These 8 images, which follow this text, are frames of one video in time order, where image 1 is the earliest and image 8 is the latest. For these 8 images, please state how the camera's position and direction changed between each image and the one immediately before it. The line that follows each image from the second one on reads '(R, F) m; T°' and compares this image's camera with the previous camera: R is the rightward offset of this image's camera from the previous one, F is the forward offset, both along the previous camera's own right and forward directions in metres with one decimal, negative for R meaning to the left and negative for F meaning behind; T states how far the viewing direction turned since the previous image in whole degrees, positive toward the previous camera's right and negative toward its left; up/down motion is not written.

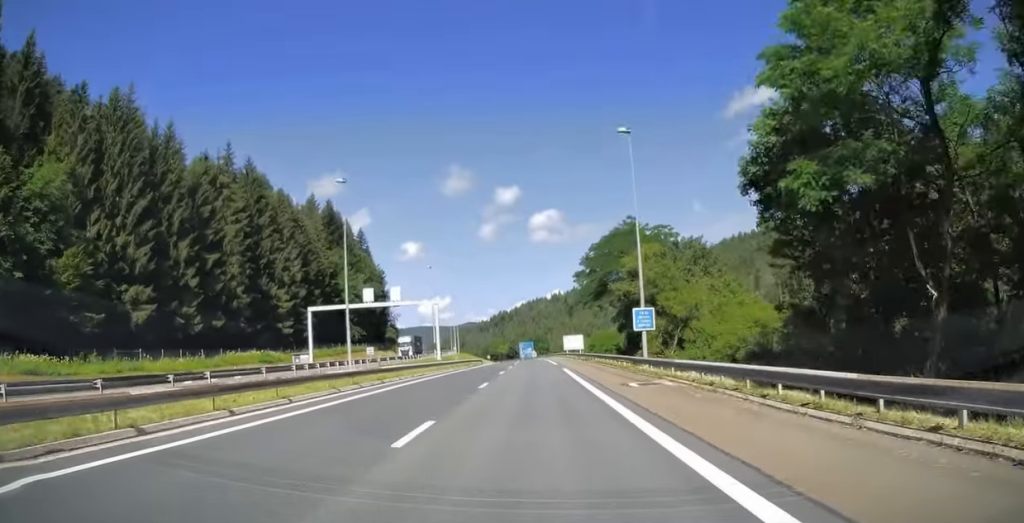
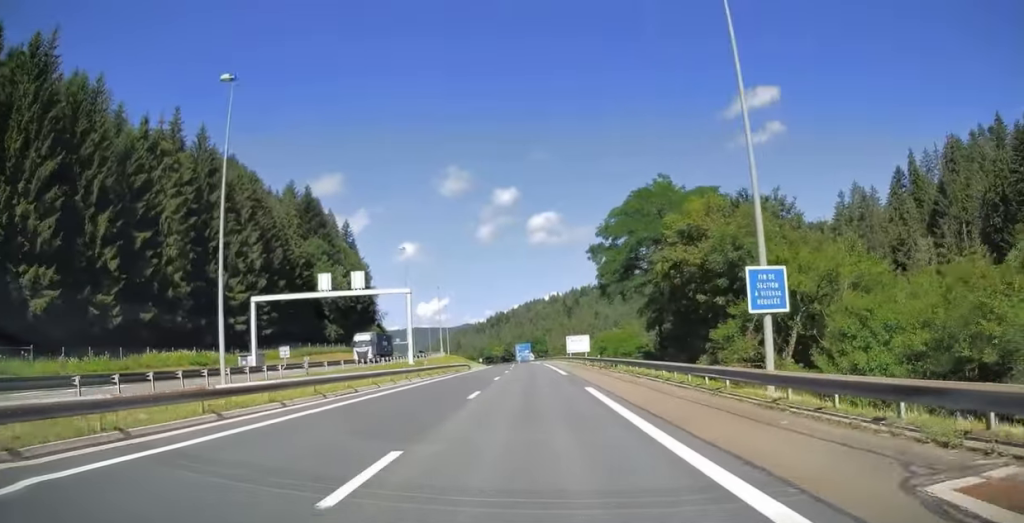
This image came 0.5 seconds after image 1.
(-0.2, +16.3) m; 0°
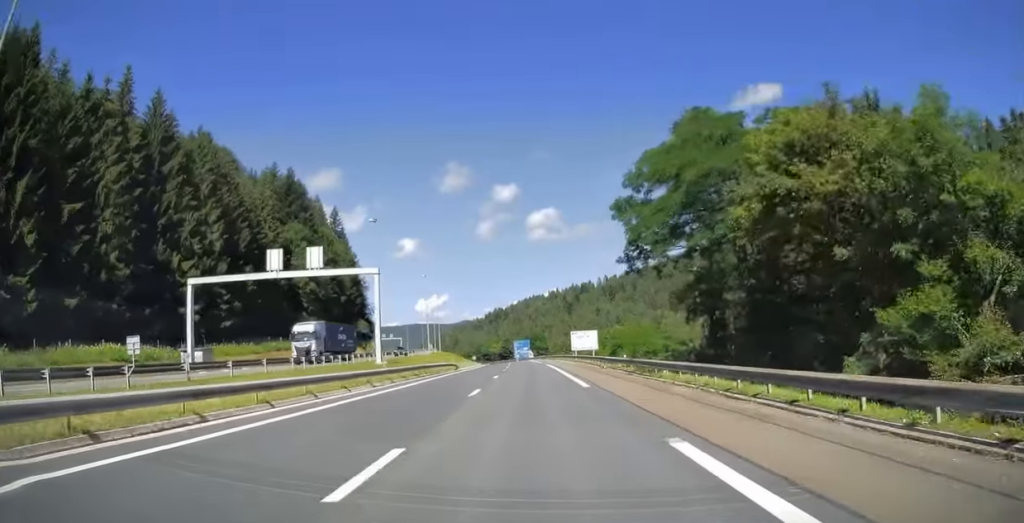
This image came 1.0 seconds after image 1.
(+0.1, +12.8) m; 0°
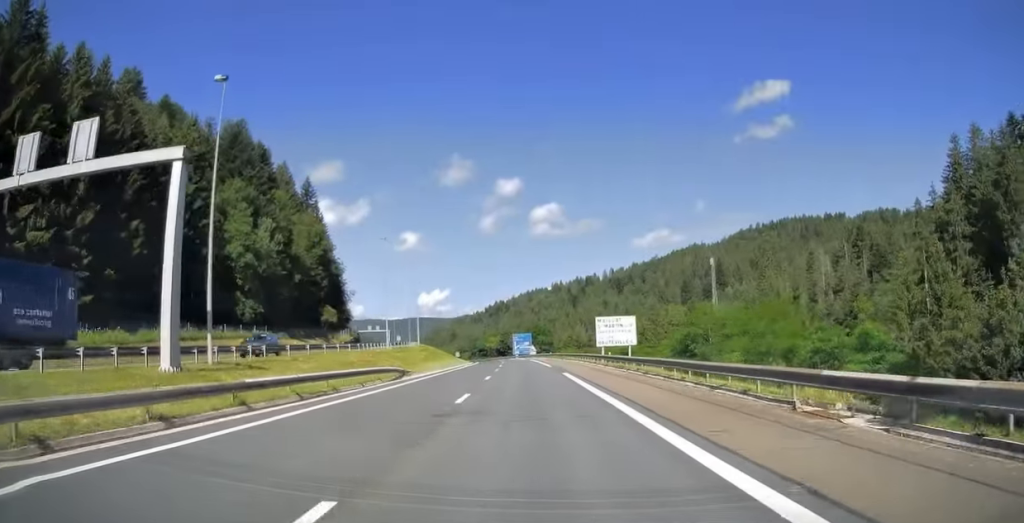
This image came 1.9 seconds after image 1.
(+0.3, +29.2) m; +1°
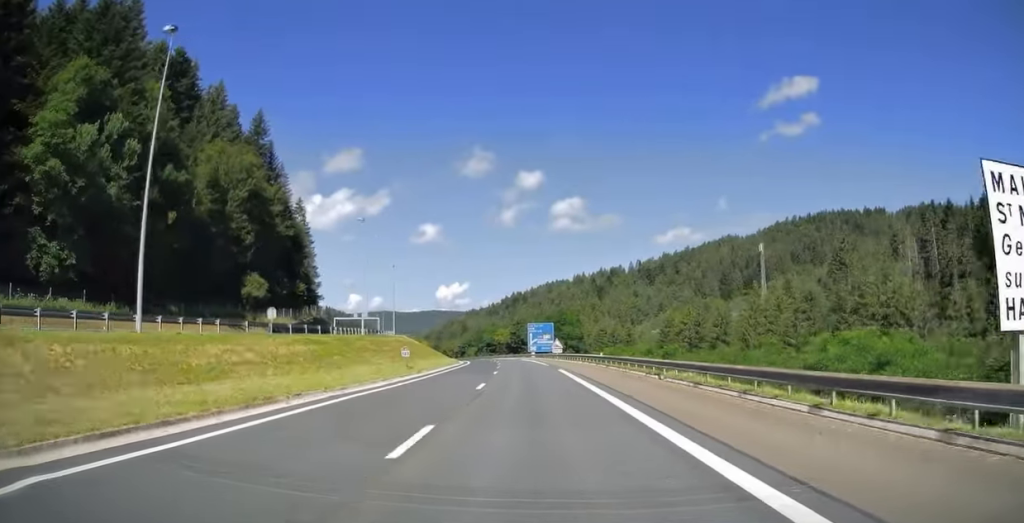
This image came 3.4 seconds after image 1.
(0.0, +46.8) m; -1°
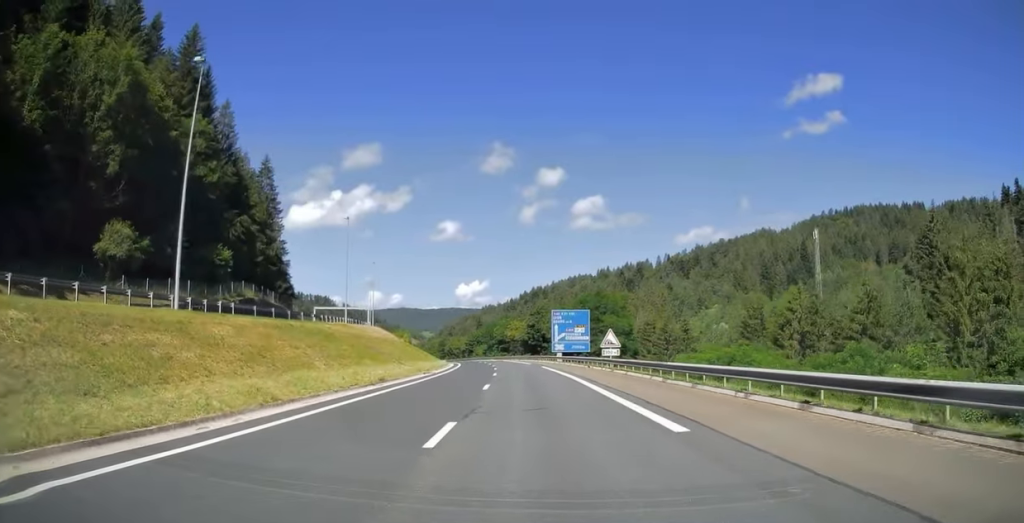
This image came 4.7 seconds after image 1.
(-0.6, +38.6) m; -1°
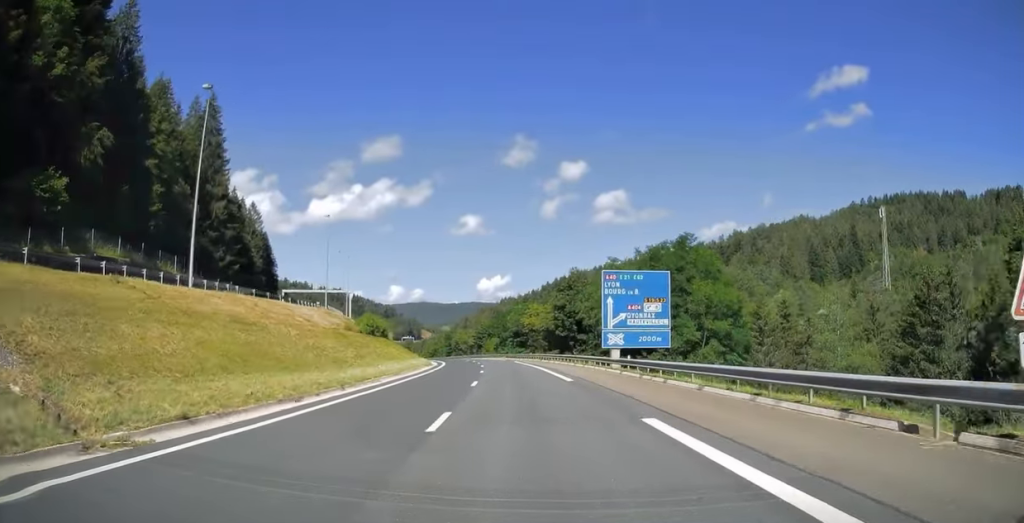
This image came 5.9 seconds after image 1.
(-0.4, +37.6) m; -2°
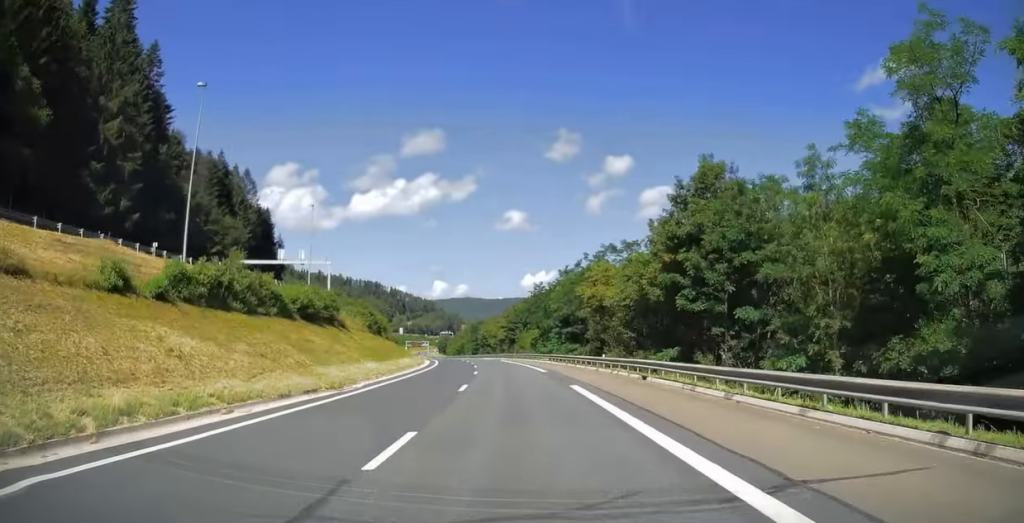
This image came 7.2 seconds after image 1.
(-1.3, +42.3) m; -3°
